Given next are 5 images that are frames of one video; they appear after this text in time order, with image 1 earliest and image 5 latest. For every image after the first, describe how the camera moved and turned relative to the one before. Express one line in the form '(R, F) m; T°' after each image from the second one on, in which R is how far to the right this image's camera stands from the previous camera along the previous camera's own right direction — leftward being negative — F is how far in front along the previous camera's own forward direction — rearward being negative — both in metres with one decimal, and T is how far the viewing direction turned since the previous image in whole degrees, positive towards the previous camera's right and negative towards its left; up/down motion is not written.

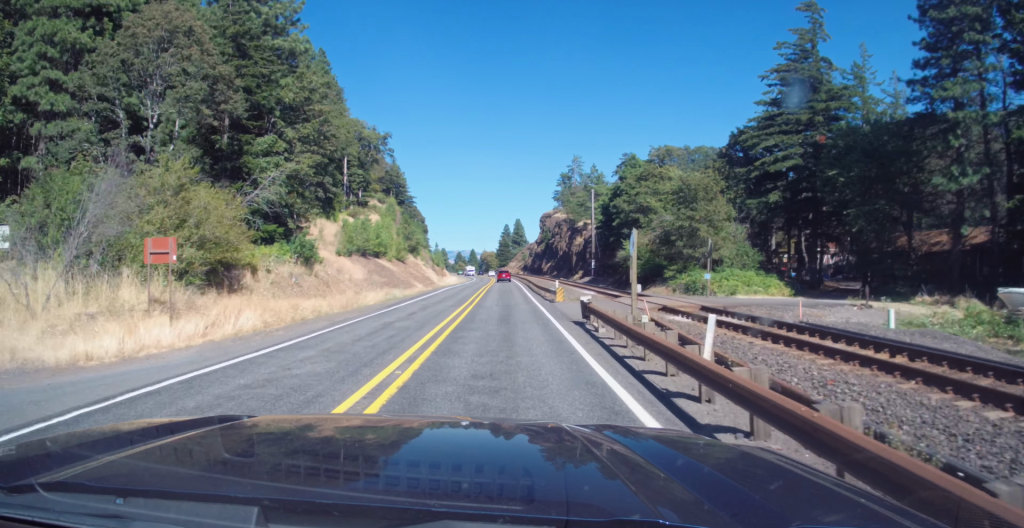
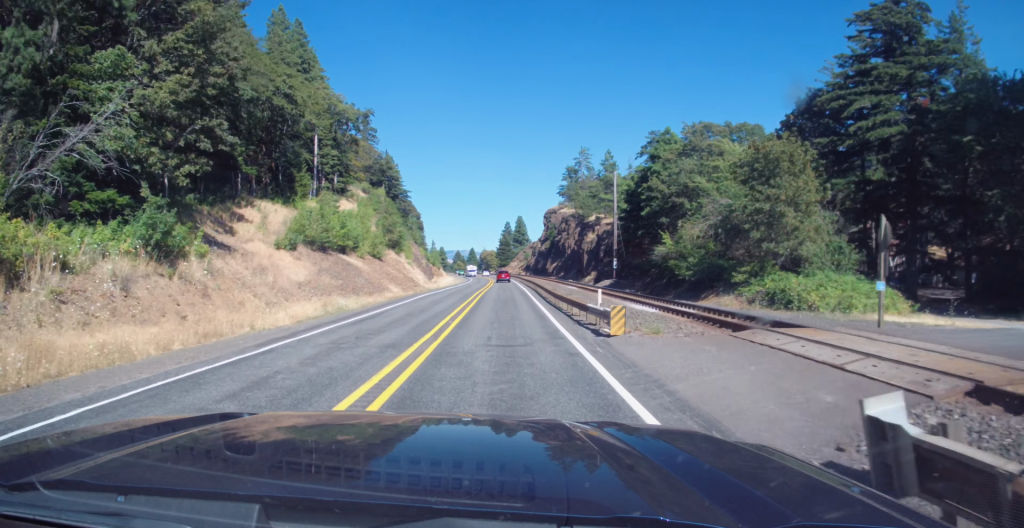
(0.0, +16.3) m; 0°
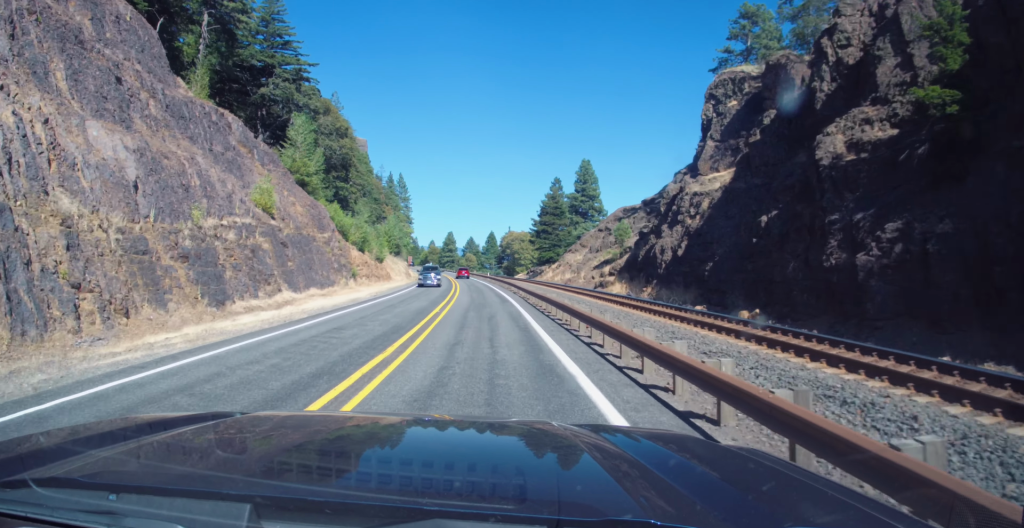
(-0.9, +139.7) m; -2°
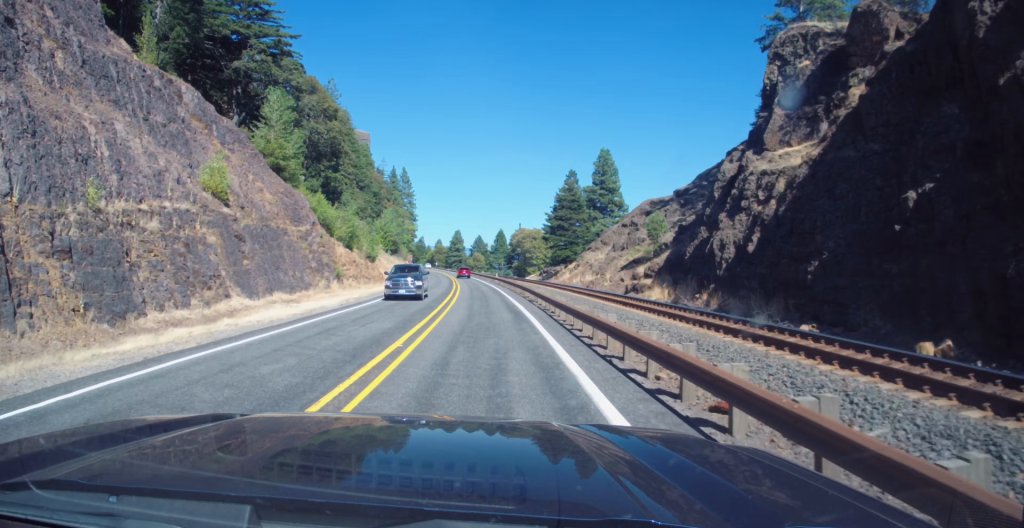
(0.0, +11.7) m; -1°
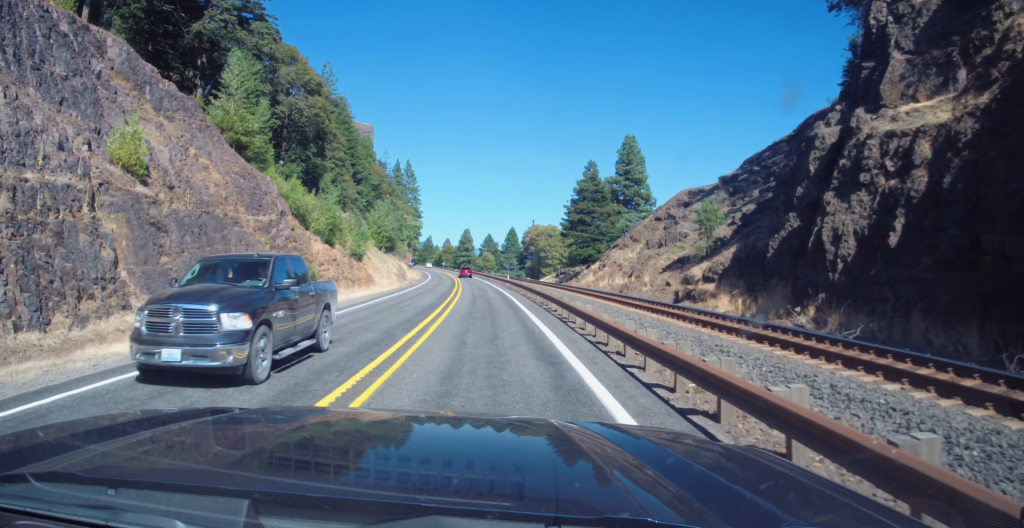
(+0.1, +12.6) m; -1°
